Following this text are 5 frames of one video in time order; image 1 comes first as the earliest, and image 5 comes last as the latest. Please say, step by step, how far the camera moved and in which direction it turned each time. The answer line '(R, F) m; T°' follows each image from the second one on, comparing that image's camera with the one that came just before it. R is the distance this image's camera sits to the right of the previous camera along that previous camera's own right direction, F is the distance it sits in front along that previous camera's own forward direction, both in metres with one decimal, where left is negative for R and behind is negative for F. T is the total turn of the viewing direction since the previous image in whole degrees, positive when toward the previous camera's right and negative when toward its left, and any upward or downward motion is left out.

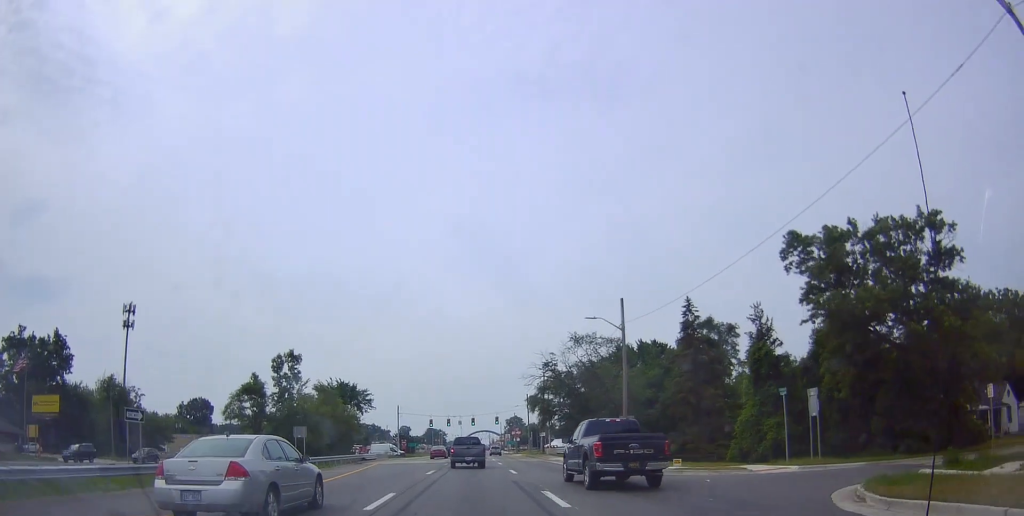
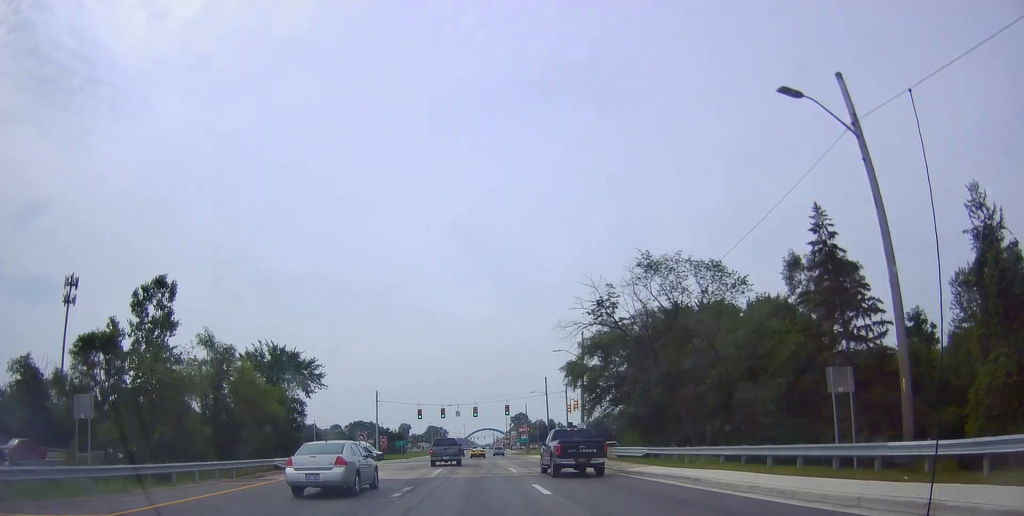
(-1.5, +26.4) m; -3°
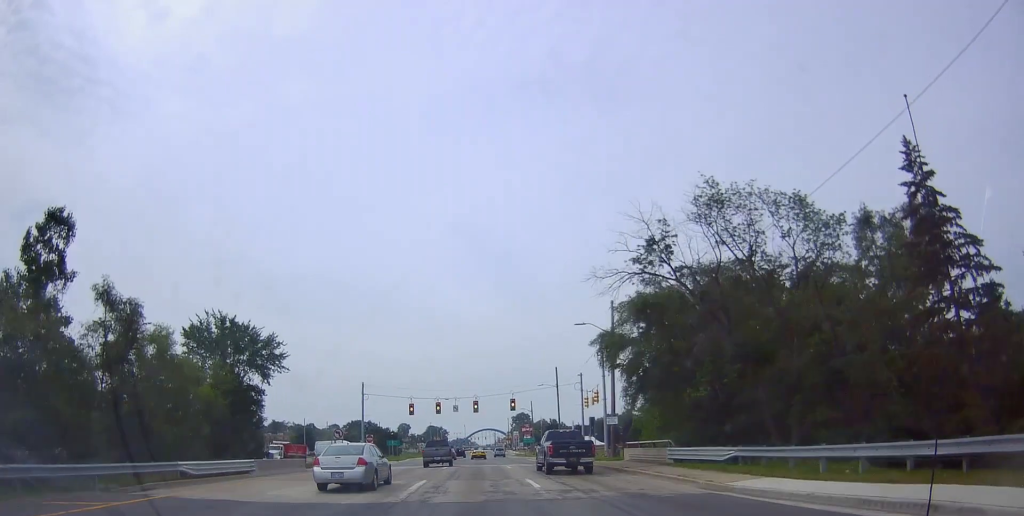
(+0.3, +10.5) m; +3°
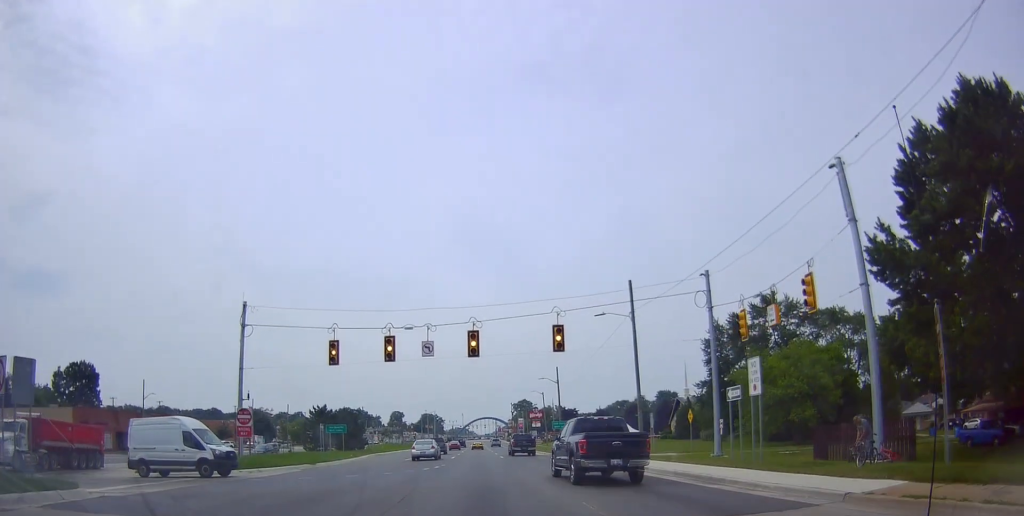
(+0.3, +45.4) m; -1°
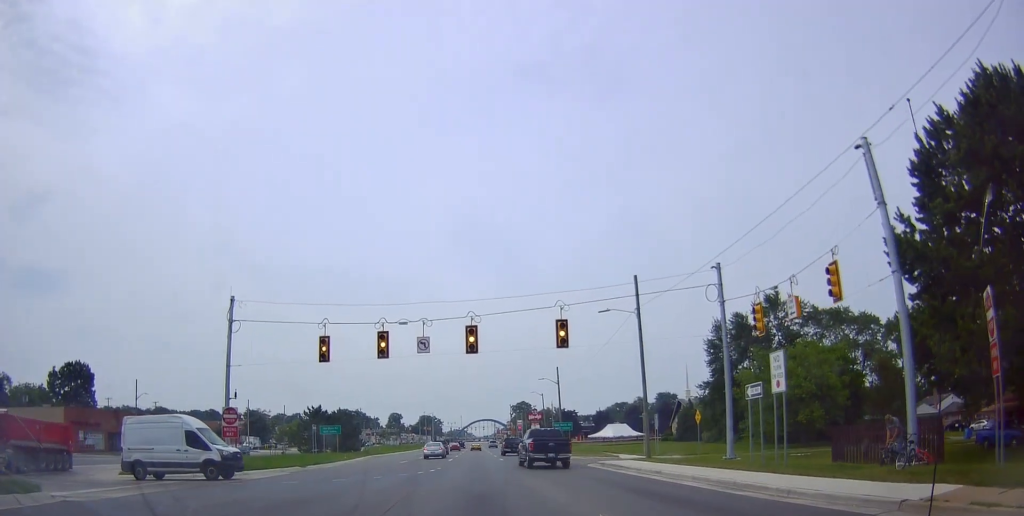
(-0.4, +7.2) m; -2°
